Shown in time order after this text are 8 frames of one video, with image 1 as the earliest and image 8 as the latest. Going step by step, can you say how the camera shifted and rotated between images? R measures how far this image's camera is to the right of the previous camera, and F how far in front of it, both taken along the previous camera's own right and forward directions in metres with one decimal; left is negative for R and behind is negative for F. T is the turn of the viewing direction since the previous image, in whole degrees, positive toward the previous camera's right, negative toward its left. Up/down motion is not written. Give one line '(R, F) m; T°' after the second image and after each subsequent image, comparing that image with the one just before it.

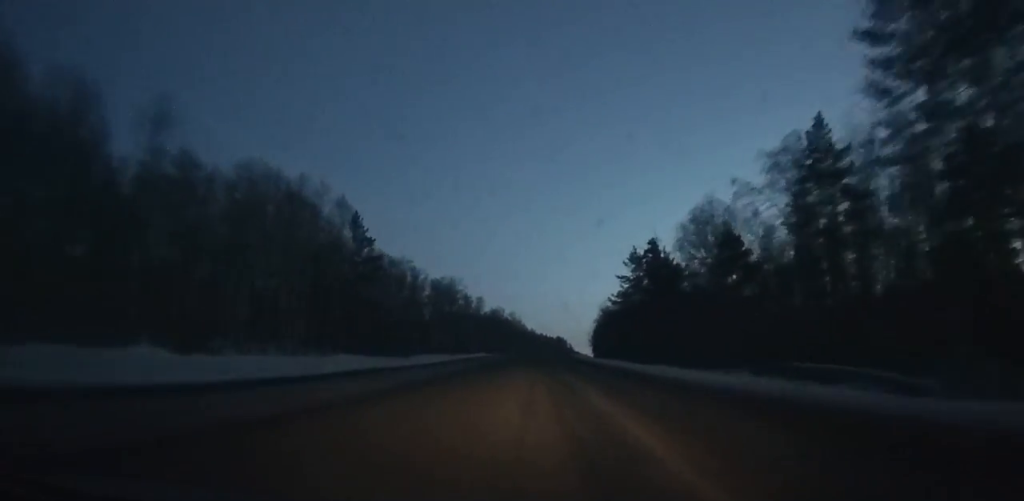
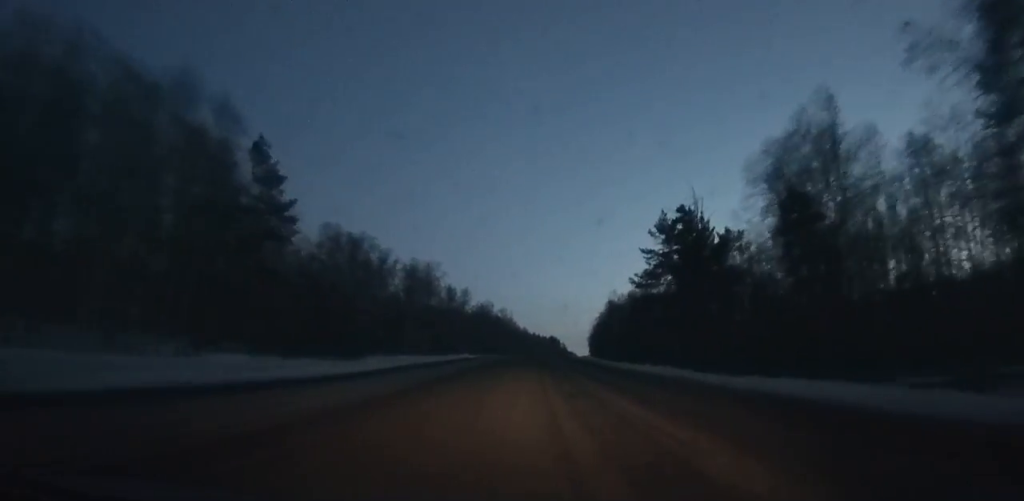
(0.0, +24.9) m; 0°
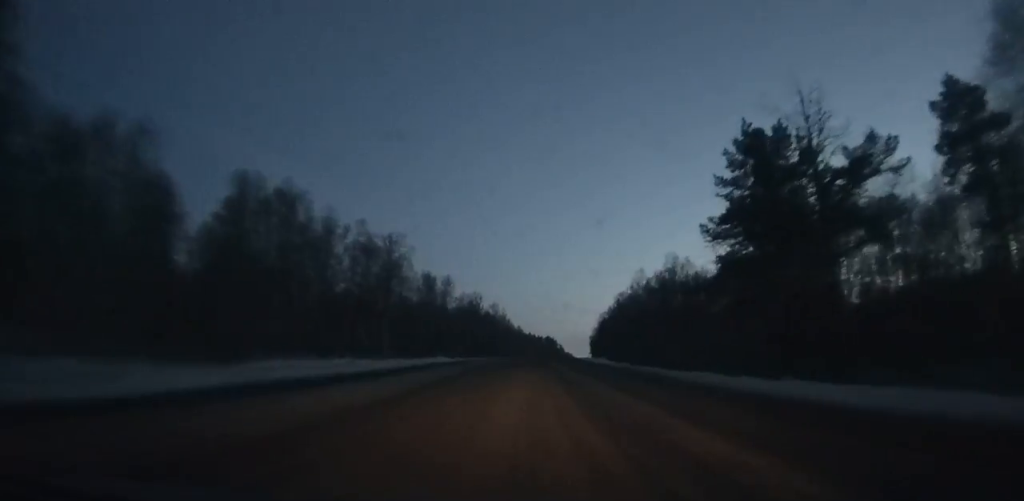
(0.0, +28.7) m; 0°
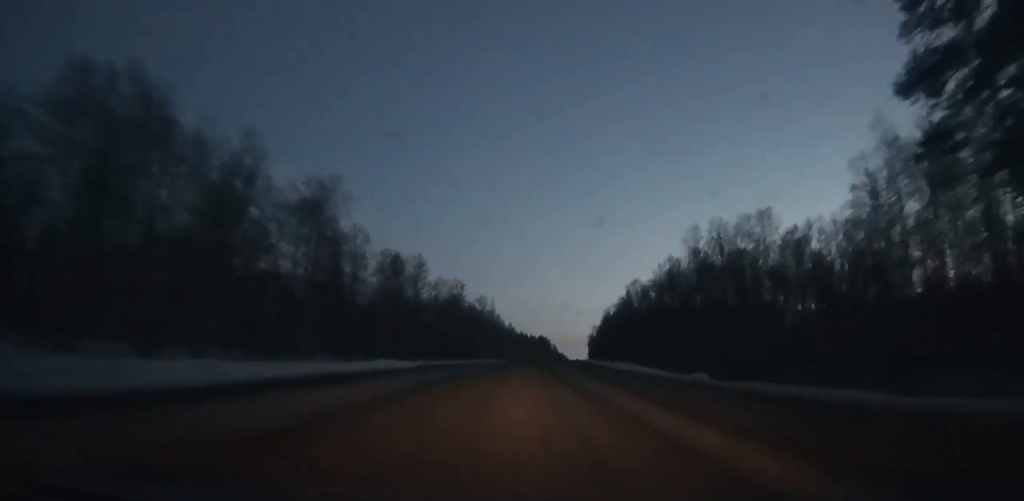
(+0.1, +27.3) m; +1°
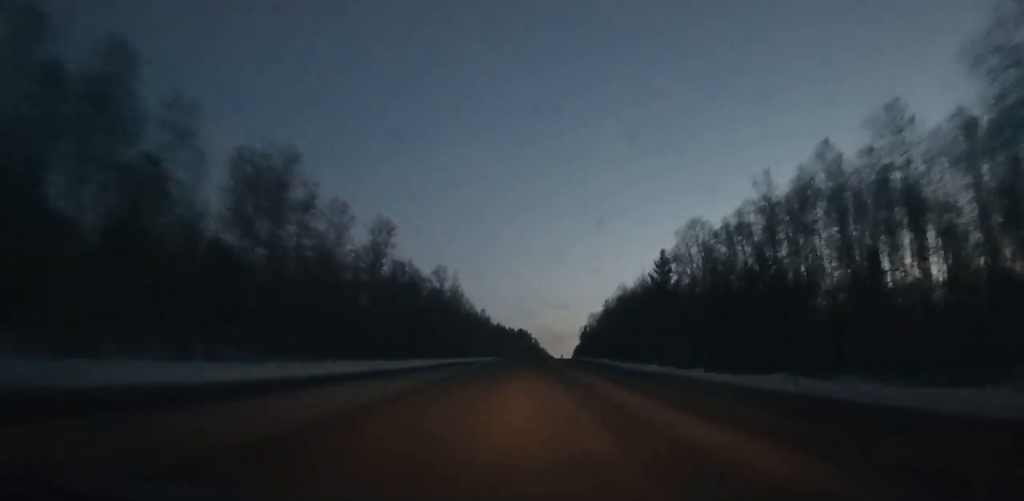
(+0.5, +53.4) m; +1°
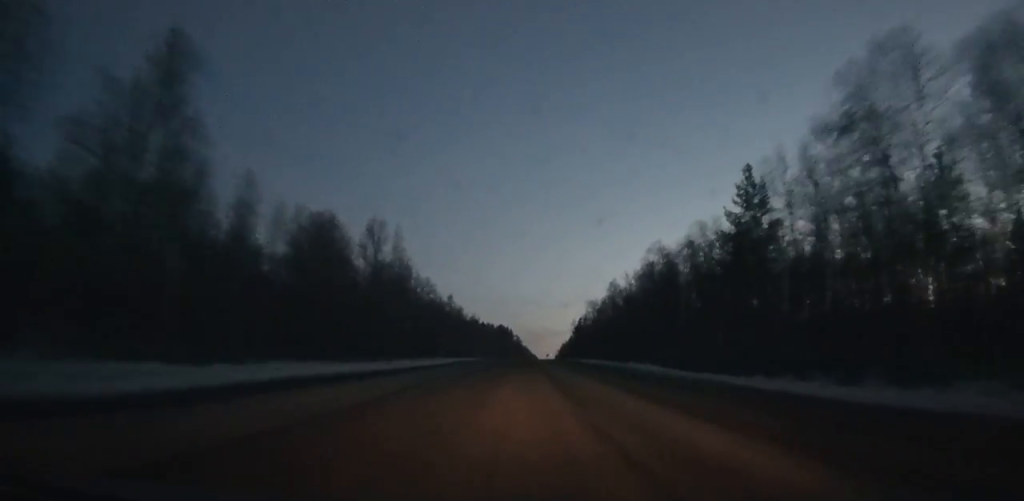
(+0.4, +42.5) m; +1°
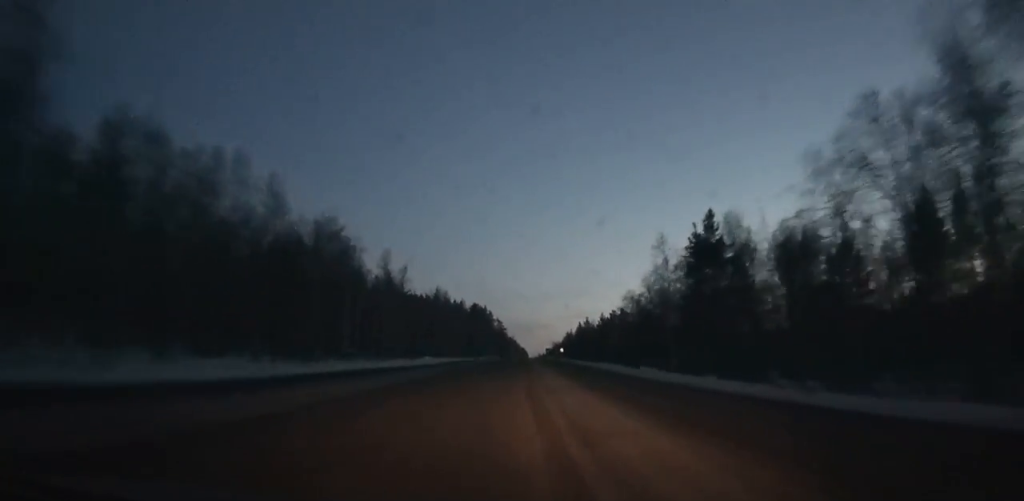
(+3.0, +132.5) m; +2°
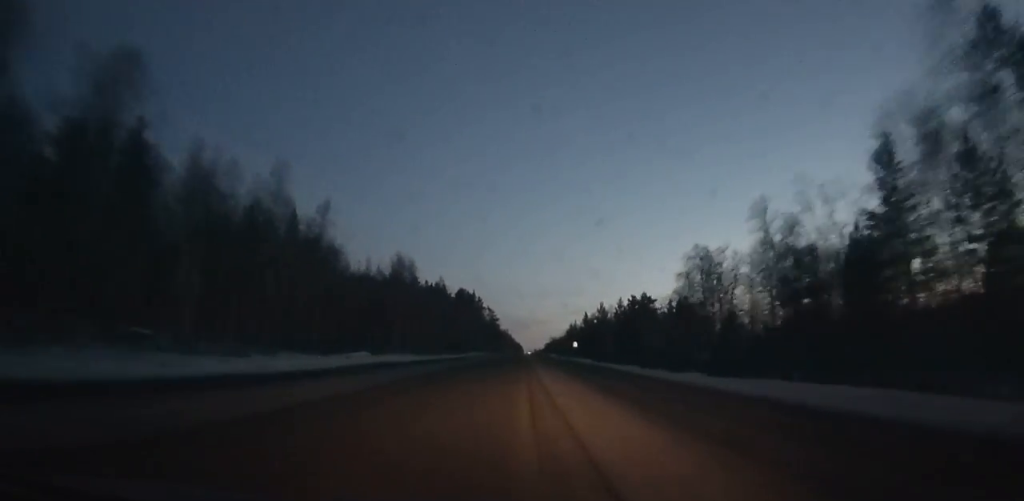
(+0.2, +42.2) m; 0°
